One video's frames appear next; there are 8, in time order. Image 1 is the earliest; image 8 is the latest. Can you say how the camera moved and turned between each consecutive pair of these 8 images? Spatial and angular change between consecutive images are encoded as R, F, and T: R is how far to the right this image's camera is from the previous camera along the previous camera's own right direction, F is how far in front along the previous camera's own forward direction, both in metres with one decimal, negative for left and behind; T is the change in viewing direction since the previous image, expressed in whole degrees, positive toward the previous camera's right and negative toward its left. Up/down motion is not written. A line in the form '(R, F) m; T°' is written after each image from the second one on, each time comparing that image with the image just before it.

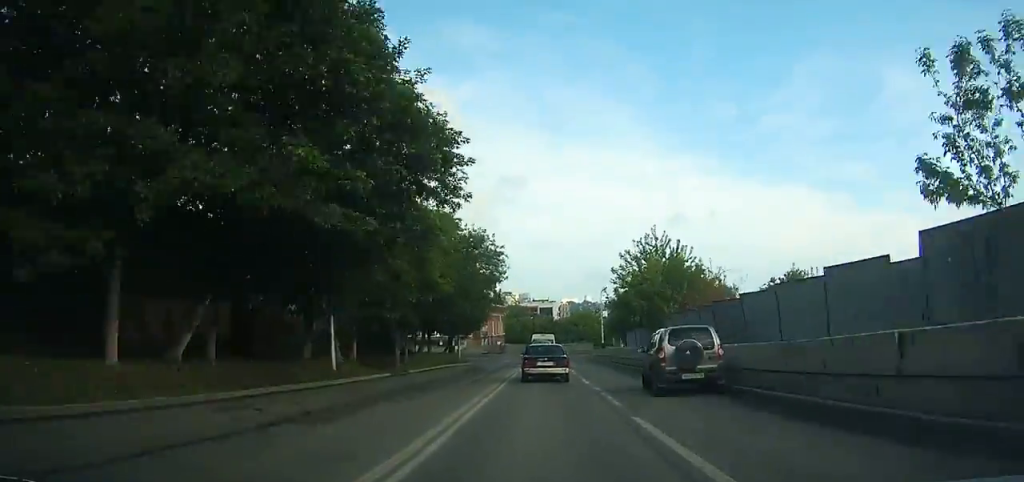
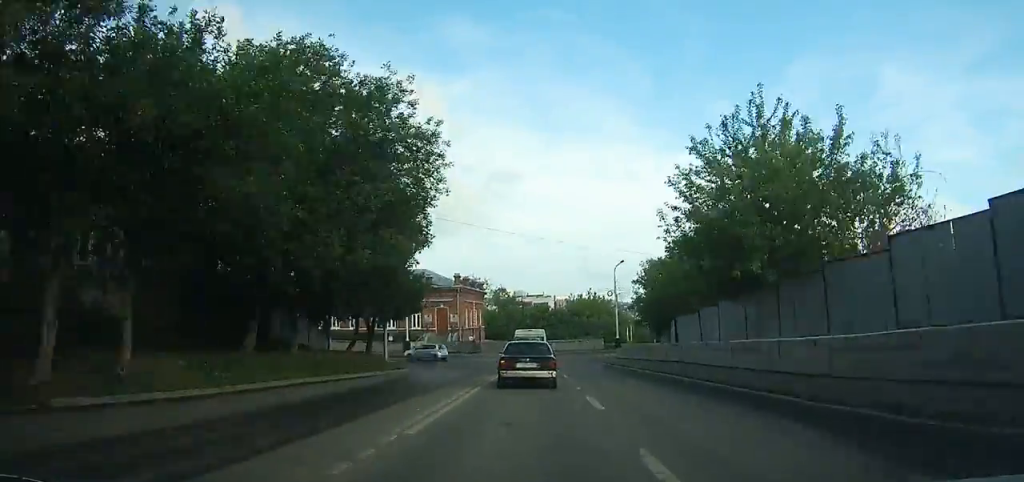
(0.0, +24.2) m; +1°
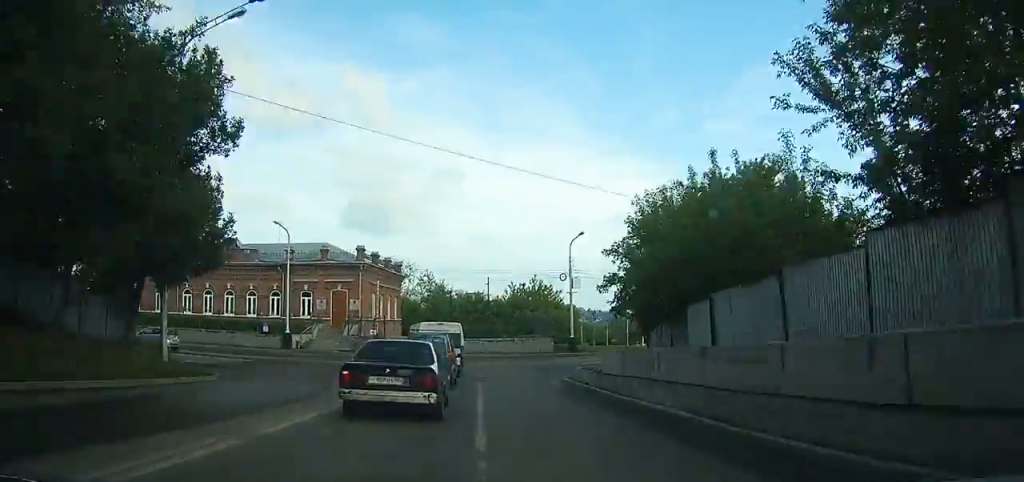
(+0.2, +14.9) m; 0°
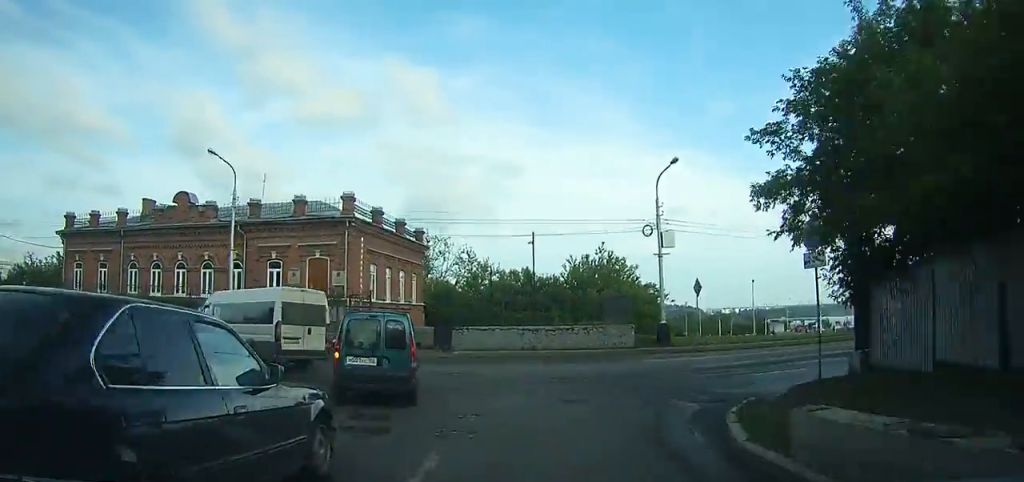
(0.0, +15.8) m; -4°
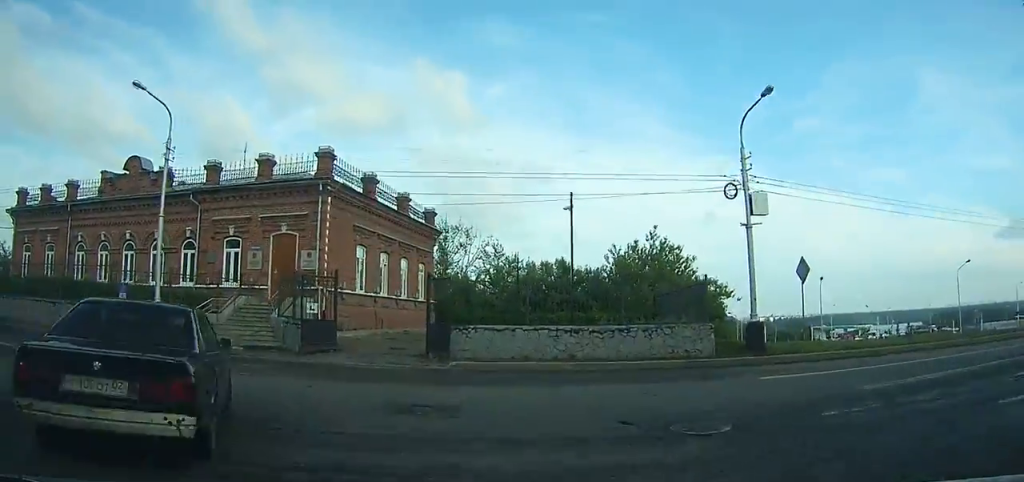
(-1.6, +16.3) m; -30°
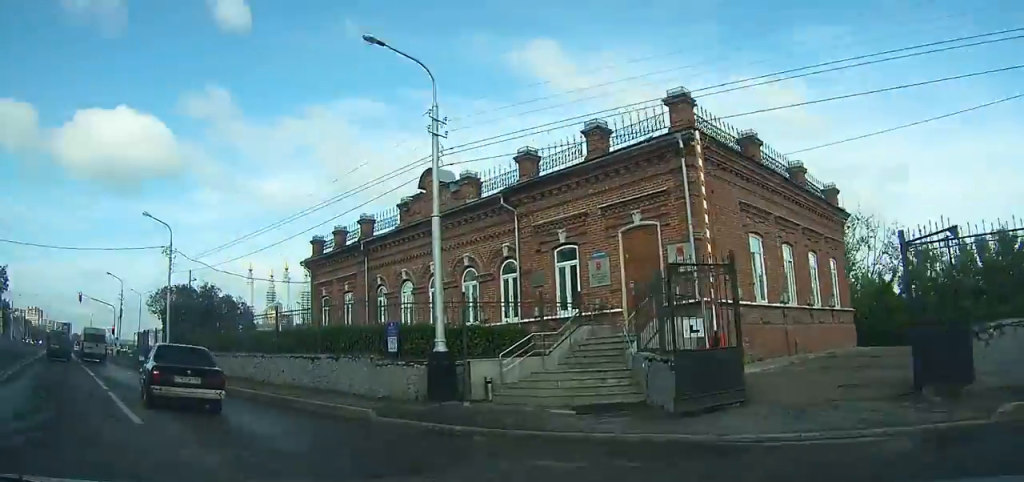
(-3.9, +10.5) m; -32°
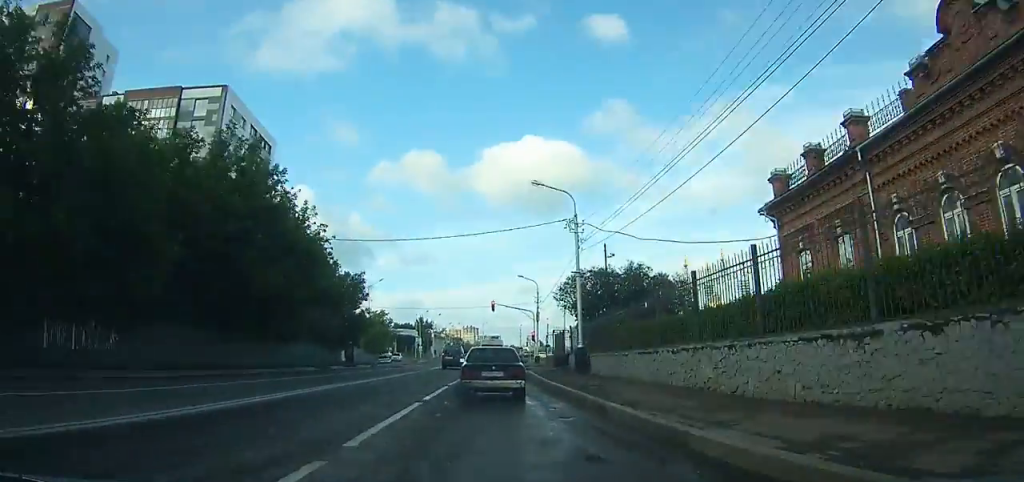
(-2.0, +9.4) m; -16°
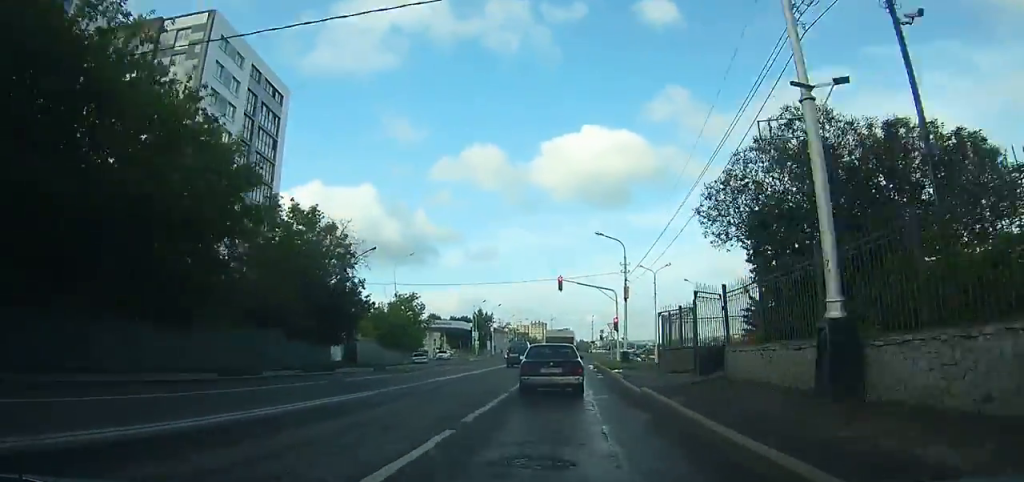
(-1.4, +13.5) m; -7°
